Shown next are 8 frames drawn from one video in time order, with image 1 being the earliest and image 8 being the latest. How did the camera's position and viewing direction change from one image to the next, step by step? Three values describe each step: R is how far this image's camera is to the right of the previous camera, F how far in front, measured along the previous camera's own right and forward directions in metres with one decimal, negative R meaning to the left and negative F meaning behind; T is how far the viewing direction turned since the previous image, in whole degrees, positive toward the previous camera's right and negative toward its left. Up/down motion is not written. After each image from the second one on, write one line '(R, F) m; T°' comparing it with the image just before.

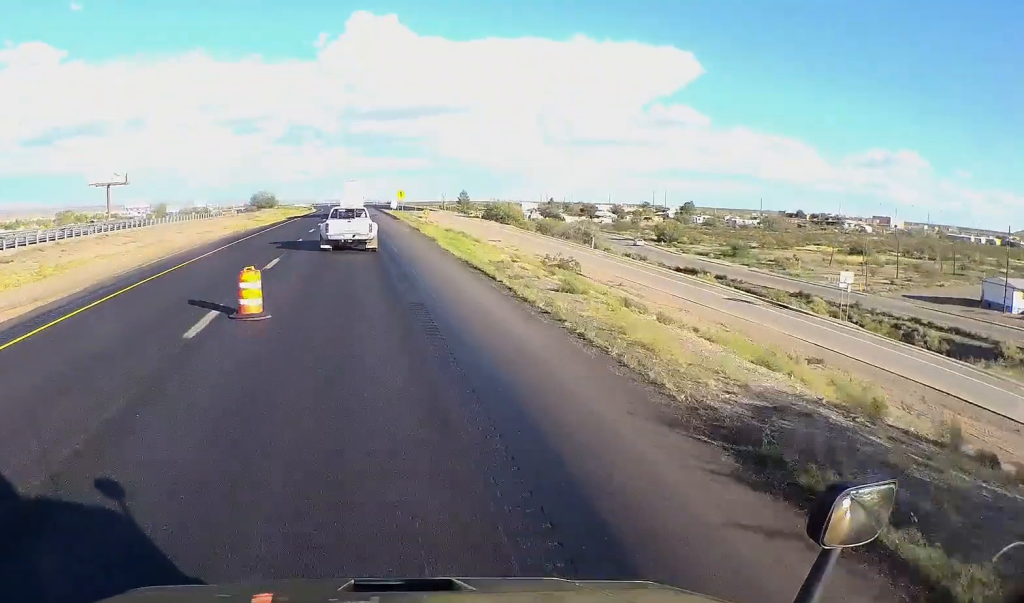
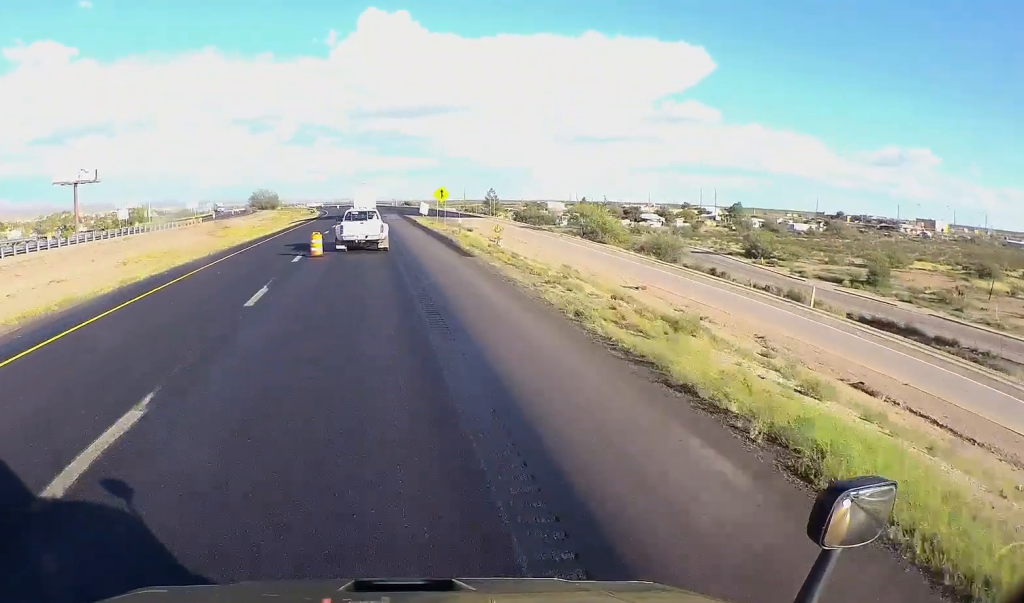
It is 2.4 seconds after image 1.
(+0.5, +45.4) m; 0°
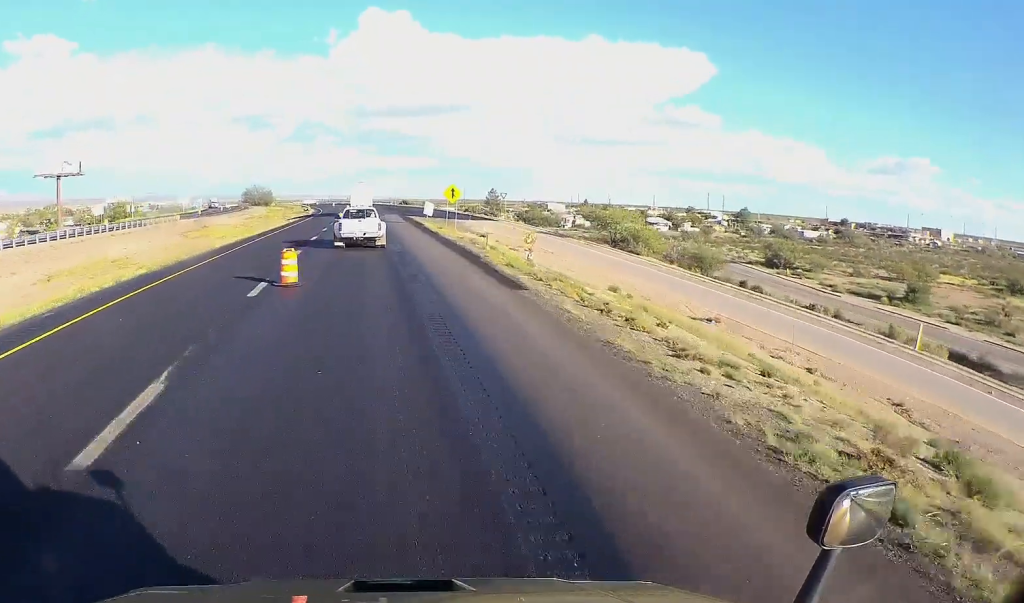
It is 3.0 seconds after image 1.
(-0.1, +11.3) m; 0°
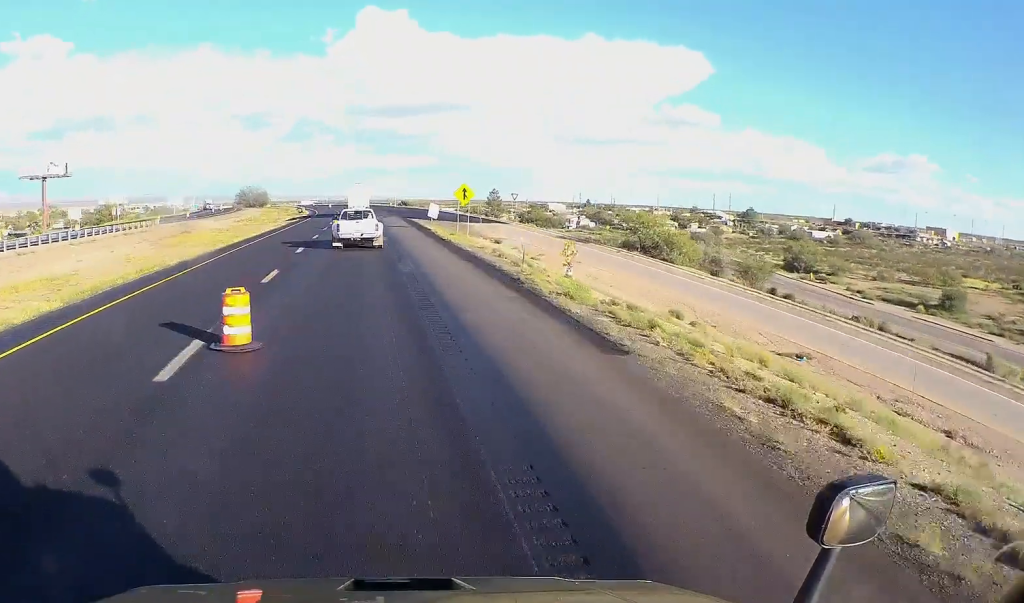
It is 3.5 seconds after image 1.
(0.0, +8.9) m; 0°
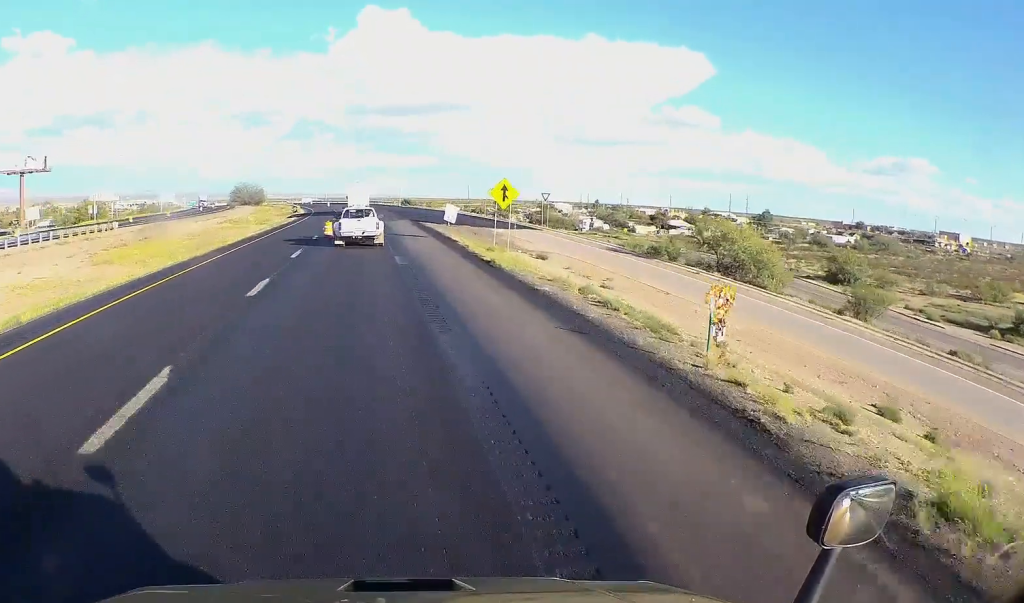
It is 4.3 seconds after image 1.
(0.0, +15.3) m; 0°
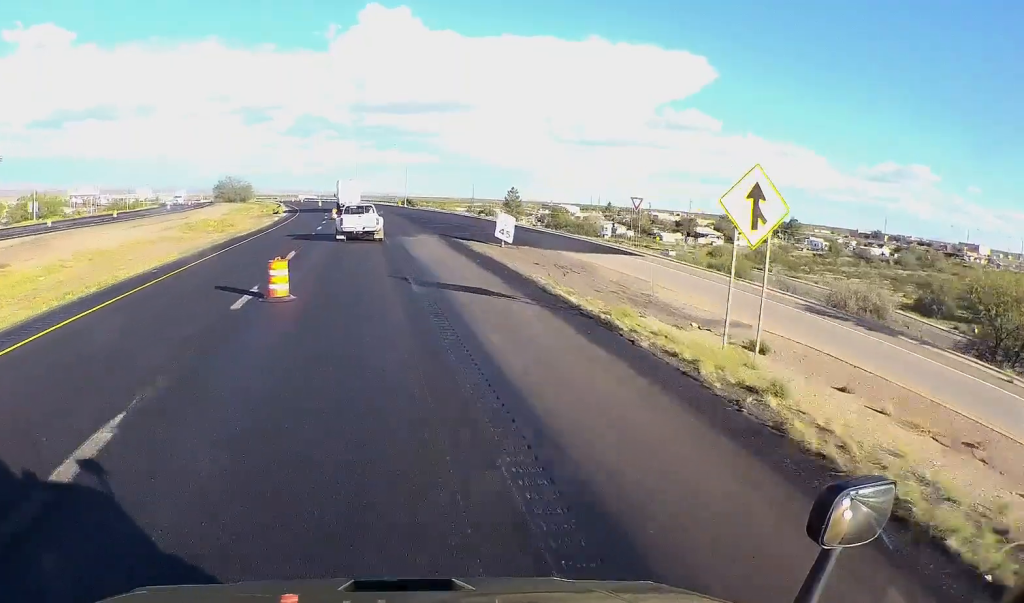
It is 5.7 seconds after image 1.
(-0.4, +27.5) m; -1°
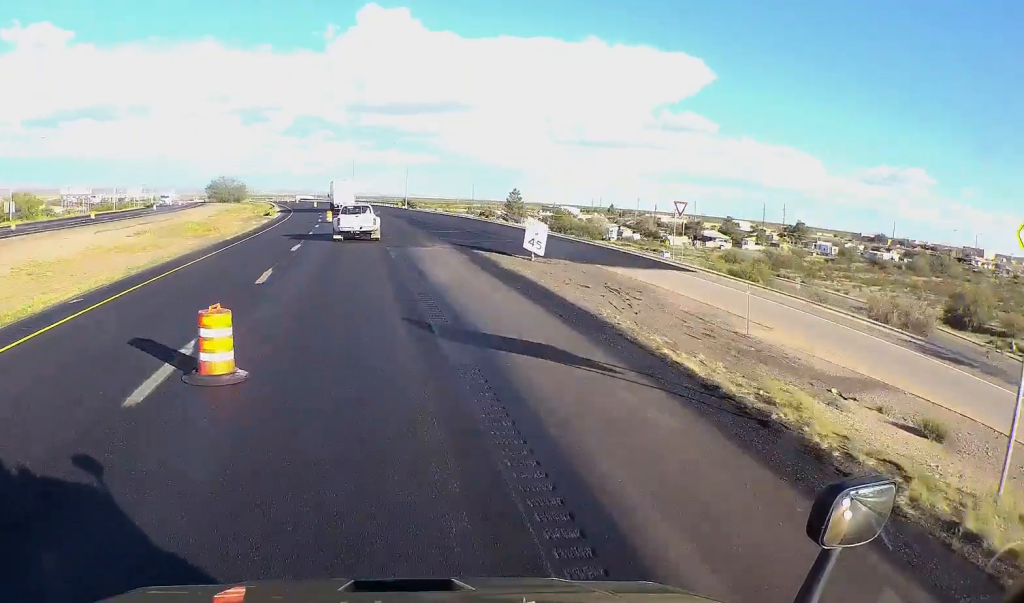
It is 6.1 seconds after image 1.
(-0.3, +7.9) m; 0°
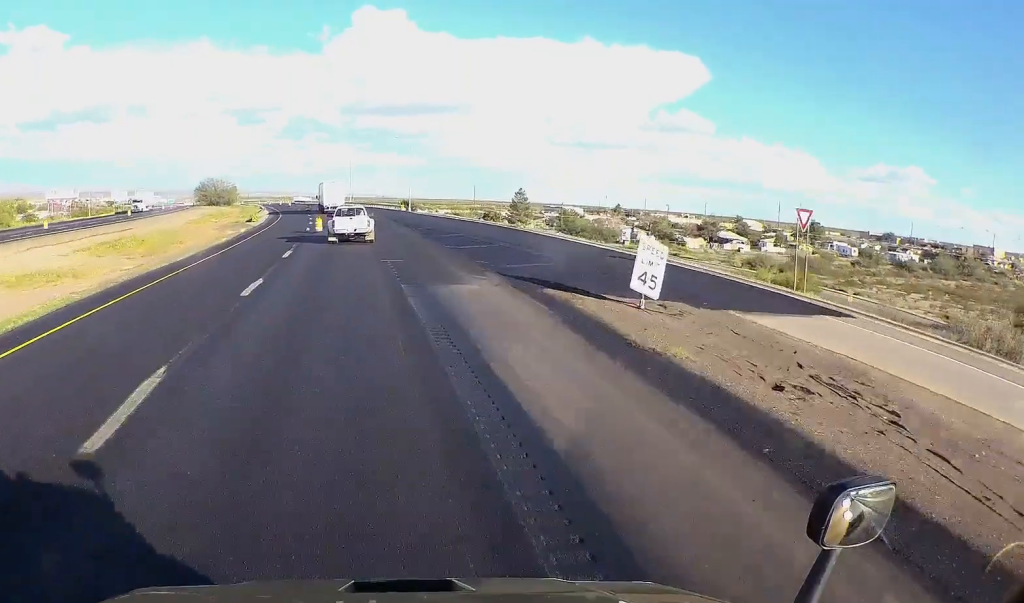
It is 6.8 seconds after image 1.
(+0.6, +13.8) m; +1°
